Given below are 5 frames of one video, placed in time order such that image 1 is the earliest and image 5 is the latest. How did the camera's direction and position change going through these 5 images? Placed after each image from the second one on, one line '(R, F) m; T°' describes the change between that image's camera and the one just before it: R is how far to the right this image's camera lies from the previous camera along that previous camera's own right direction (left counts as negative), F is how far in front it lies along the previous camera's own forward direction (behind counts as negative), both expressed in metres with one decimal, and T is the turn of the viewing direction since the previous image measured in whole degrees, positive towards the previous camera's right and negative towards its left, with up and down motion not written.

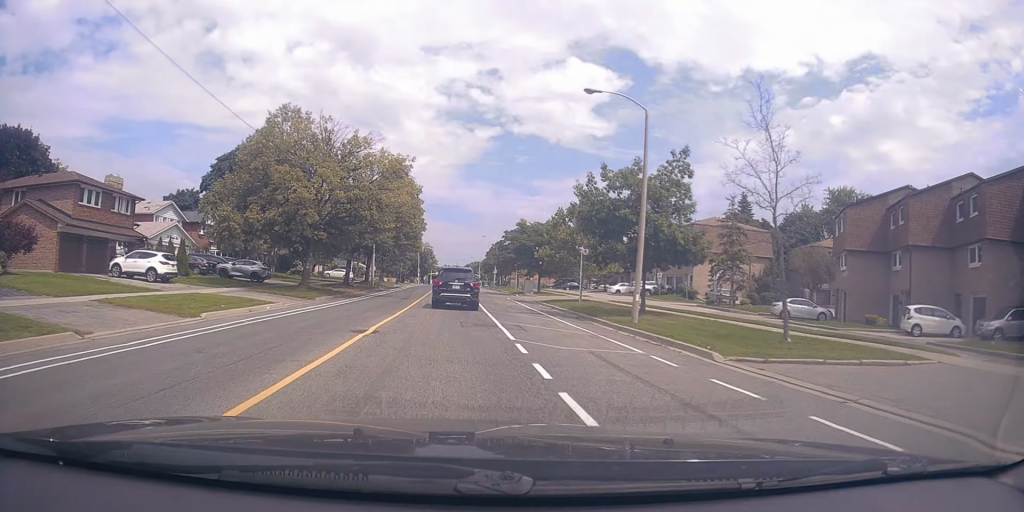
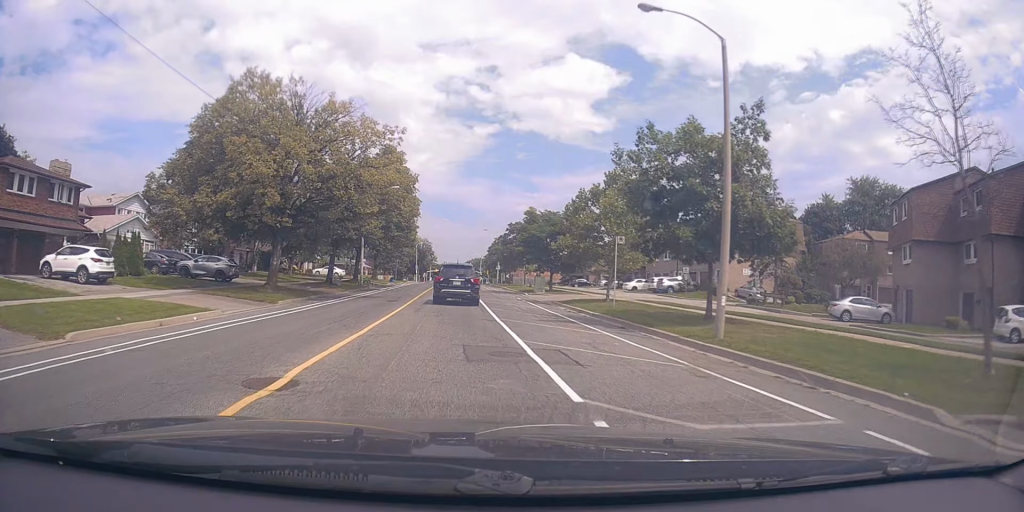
(0.0, +6.7) m; -1°
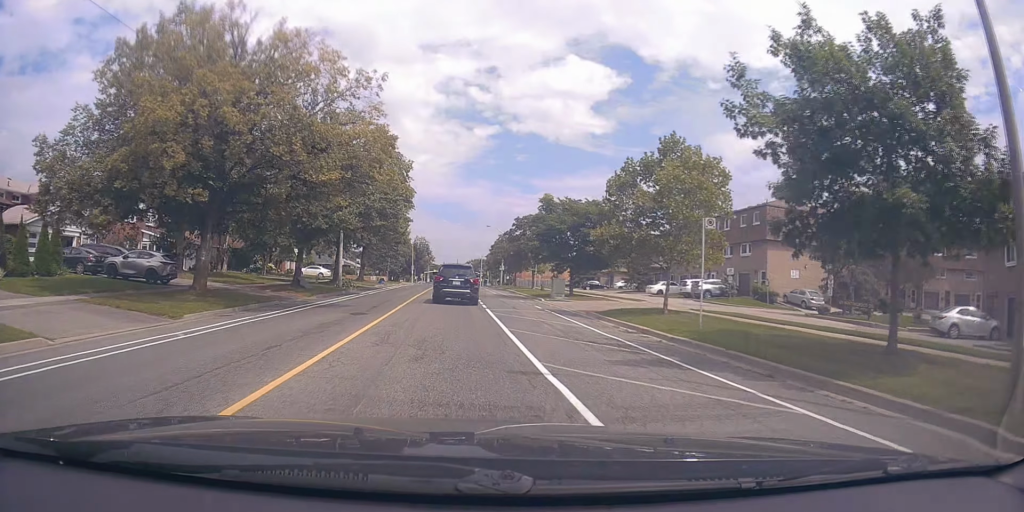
(-0.5, +8.7) m; 0°
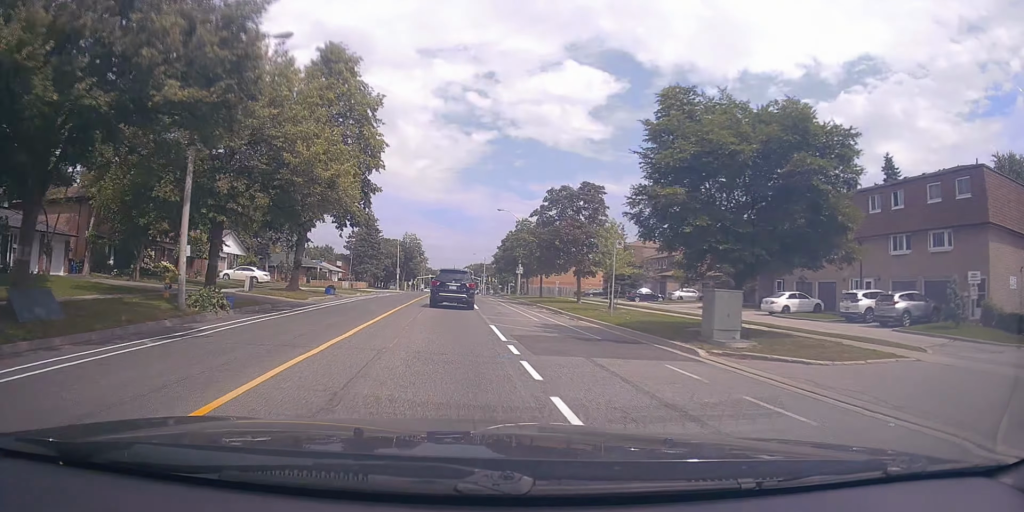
(+0.9, +23.8) m; +4°
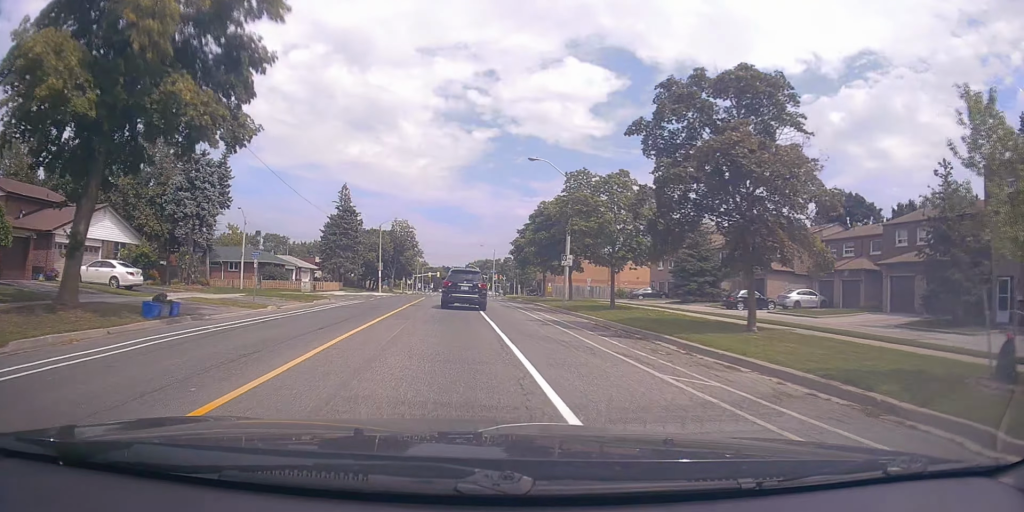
(-0.2, +22.2) m; -3°
